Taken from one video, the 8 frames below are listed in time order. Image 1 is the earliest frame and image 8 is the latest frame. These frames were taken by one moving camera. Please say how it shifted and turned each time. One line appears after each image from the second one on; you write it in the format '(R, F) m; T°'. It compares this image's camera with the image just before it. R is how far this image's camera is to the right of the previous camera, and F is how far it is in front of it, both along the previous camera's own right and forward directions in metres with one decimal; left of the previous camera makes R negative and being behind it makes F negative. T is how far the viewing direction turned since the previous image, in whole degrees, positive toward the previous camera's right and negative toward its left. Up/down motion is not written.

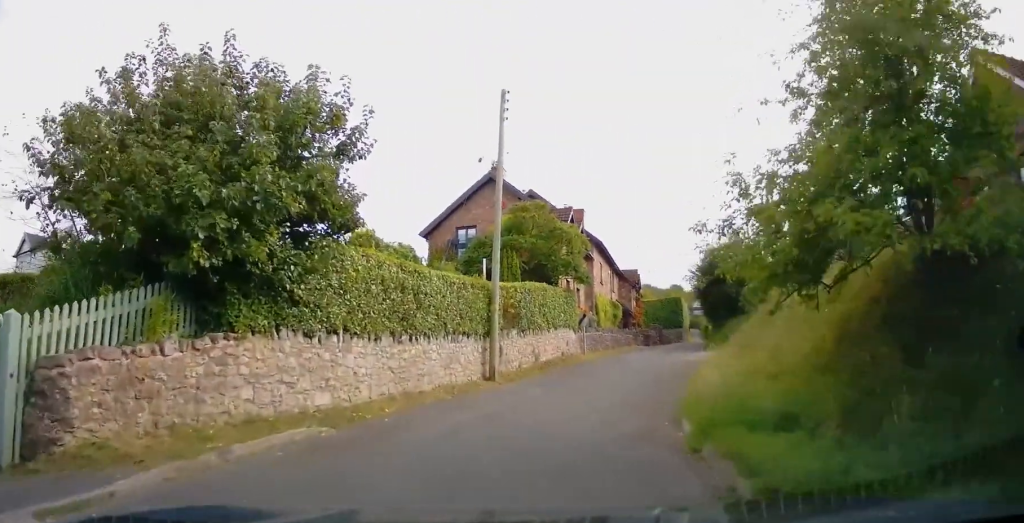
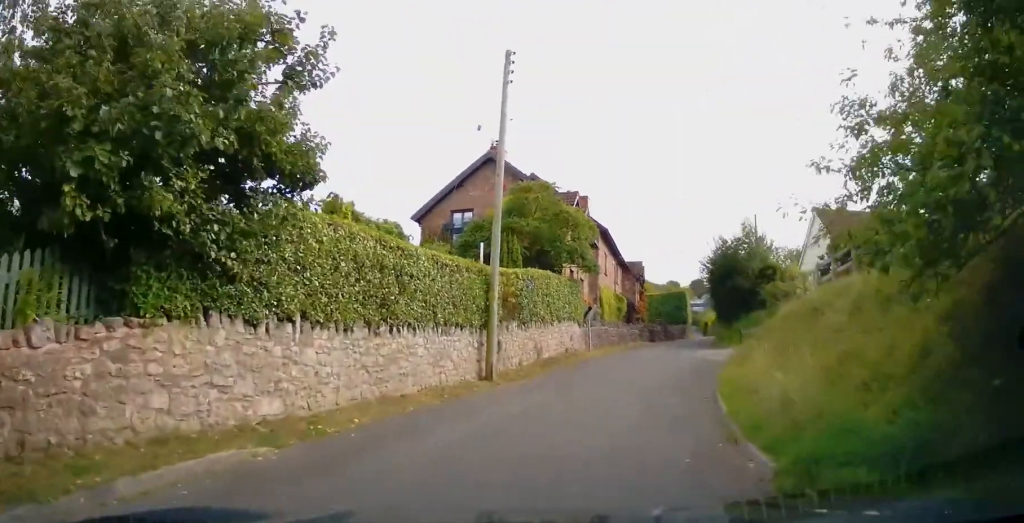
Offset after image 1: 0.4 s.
(0.0, +2.2) m; +1°
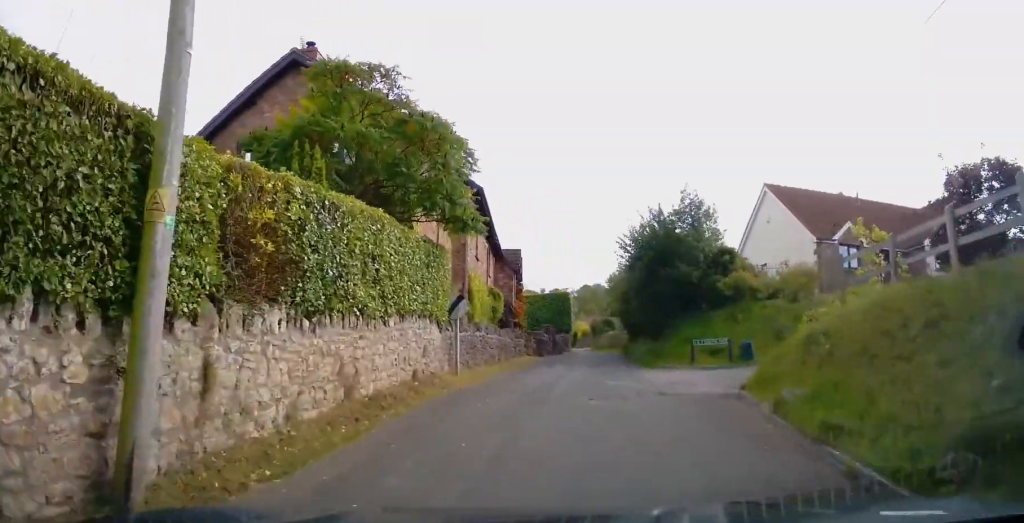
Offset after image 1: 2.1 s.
(+0.6, +9.6) m; +8°
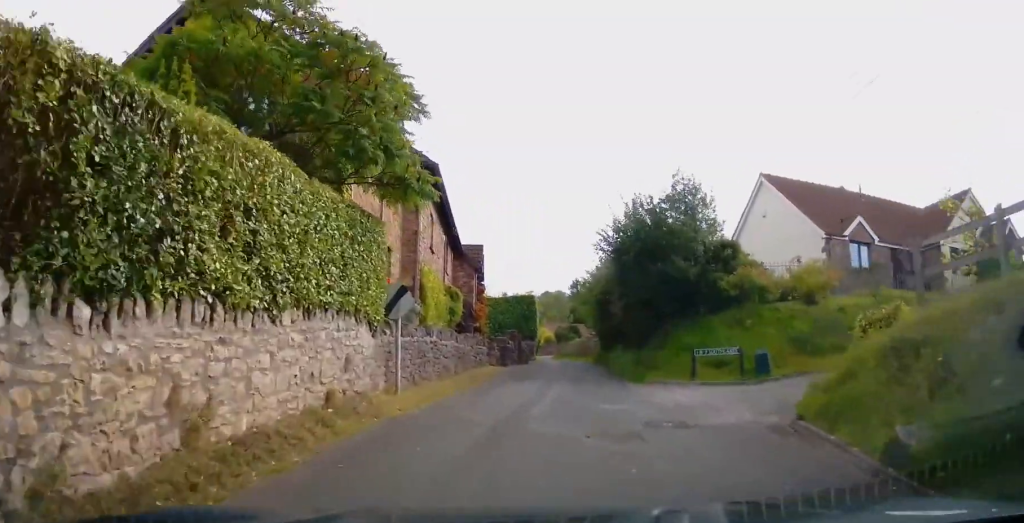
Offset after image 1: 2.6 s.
(+0.1, +3.7) m; +4°
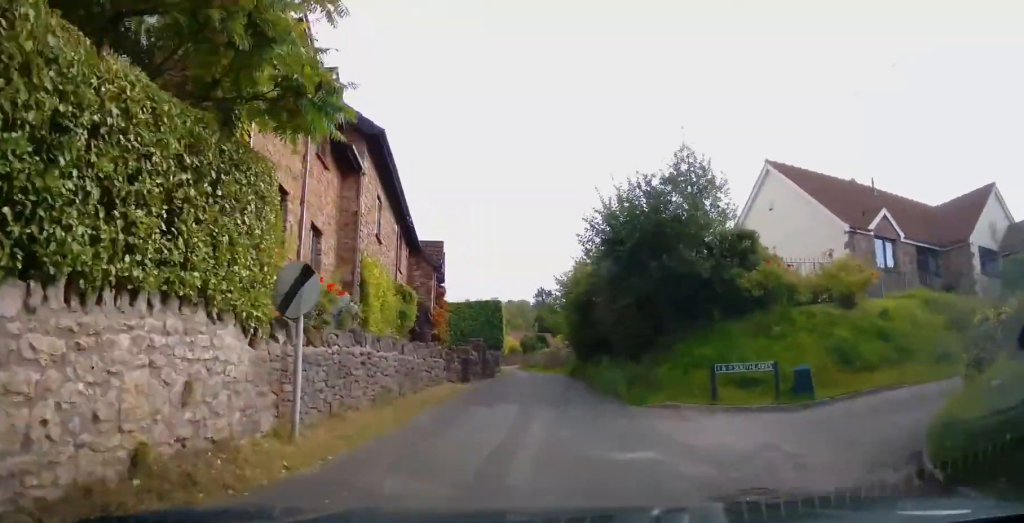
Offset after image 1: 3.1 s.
(-0.1, +3.4) m; +3°
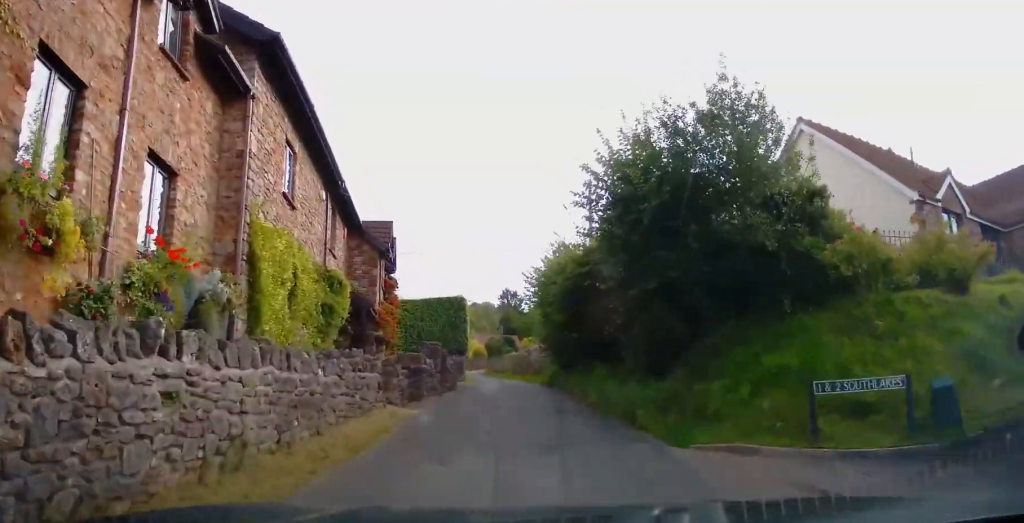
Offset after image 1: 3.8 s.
(+0.4, +5.0) m; +3°
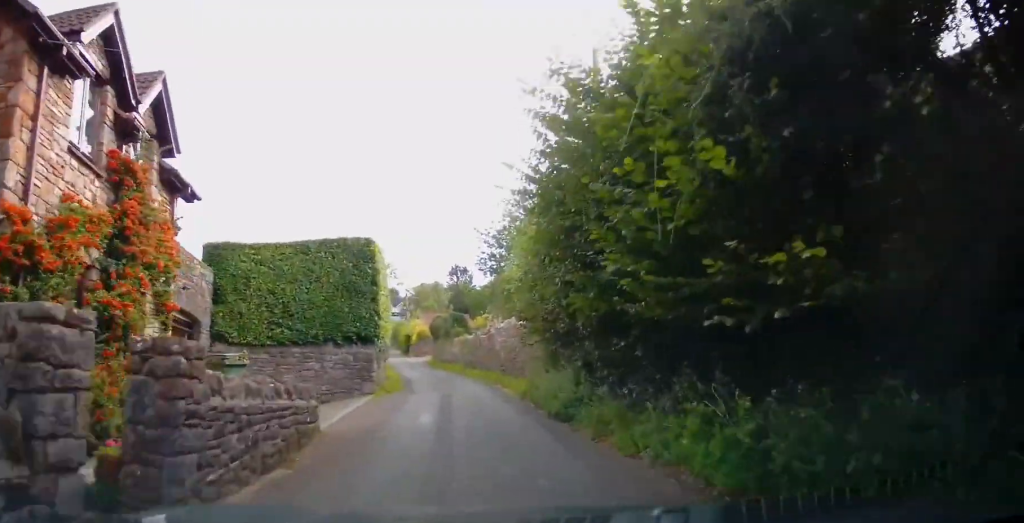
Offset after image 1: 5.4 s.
(+0.1, +14.0) m; -1°
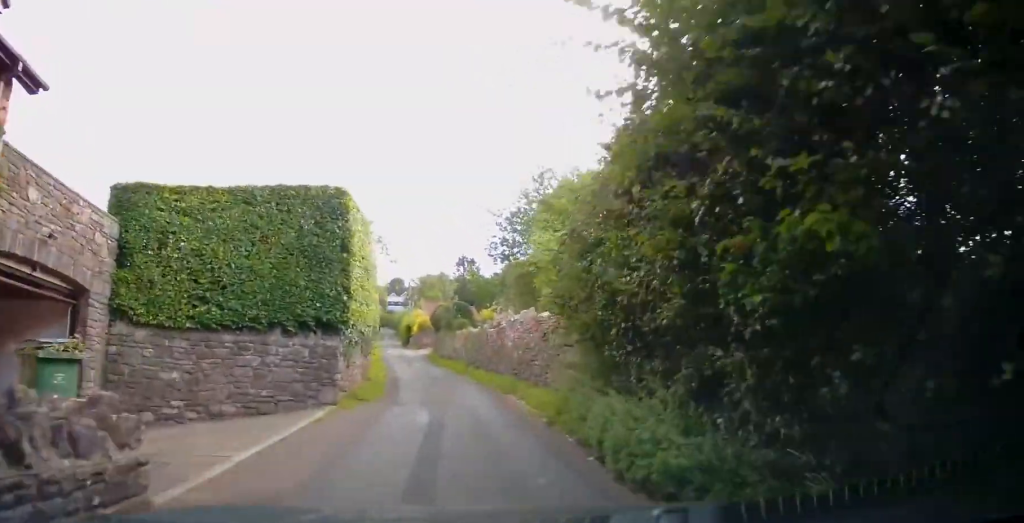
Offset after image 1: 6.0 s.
(-0.2, +4.5) m; 0°
